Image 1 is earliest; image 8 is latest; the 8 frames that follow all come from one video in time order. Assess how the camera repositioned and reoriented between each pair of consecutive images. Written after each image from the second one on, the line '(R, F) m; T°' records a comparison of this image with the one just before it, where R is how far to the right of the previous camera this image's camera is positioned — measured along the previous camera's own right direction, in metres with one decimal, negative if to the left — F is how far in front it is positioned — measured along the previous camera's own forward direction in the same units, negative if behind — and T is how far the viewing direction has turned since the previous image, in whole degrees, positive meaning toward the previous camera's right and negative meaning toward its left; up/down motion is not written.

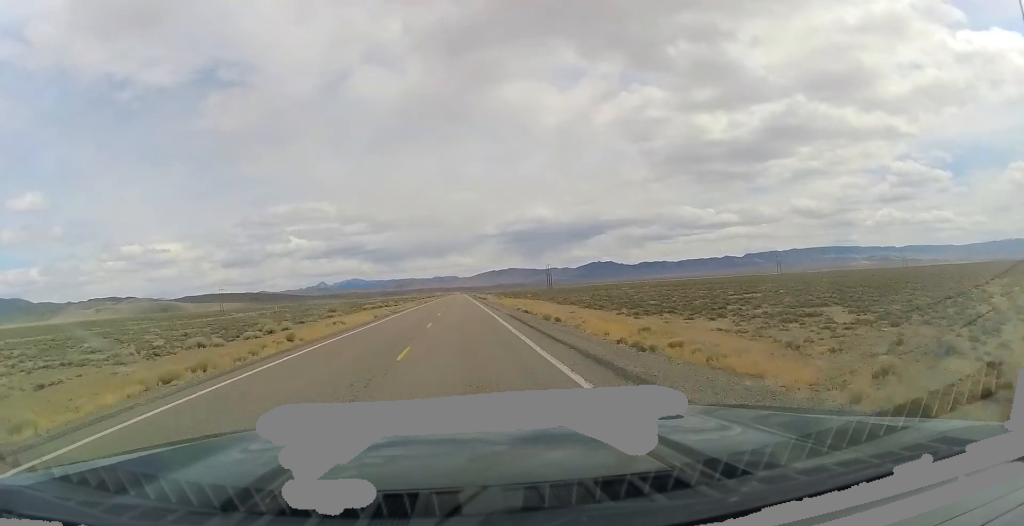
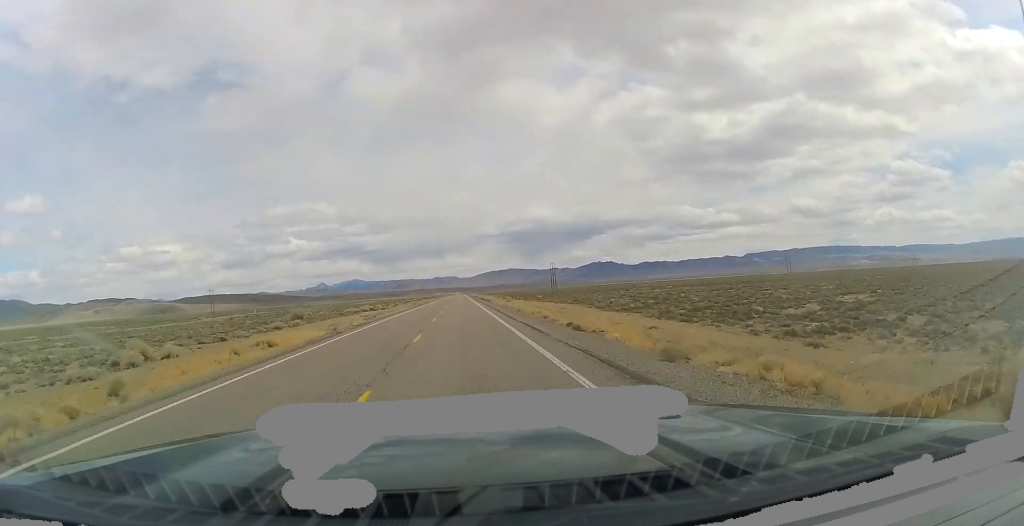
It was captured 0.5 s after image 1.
(0.0, +19.5) m; 0°
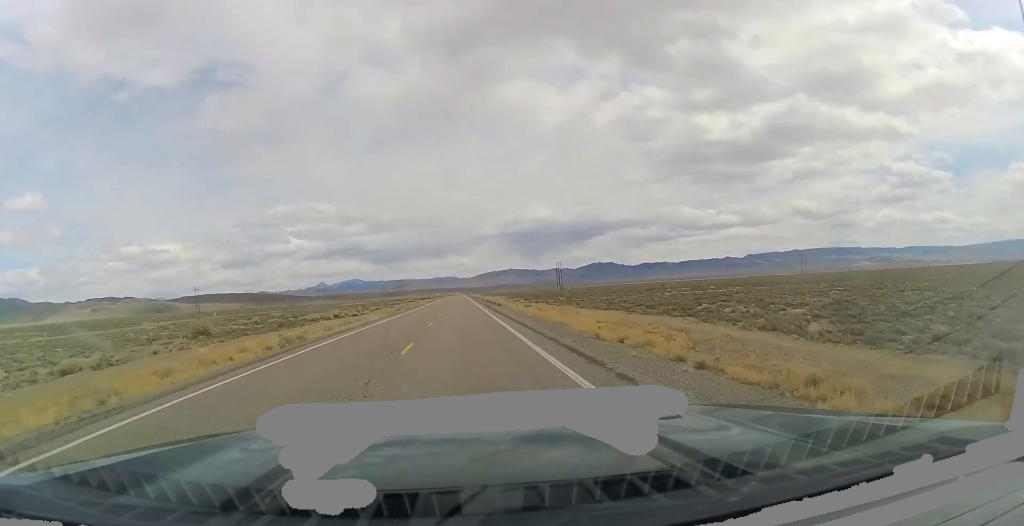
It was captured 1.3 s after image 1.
(0.0, +28.1) m; 0°
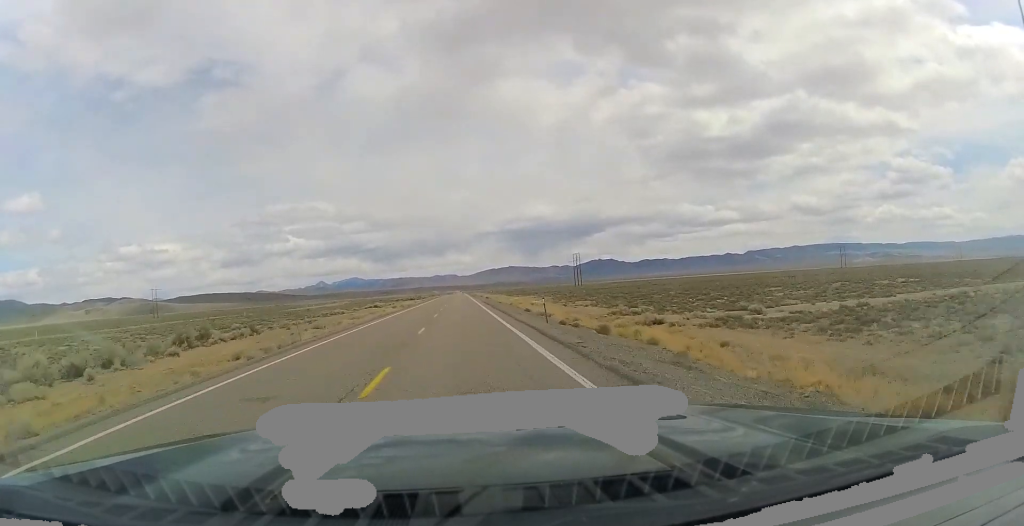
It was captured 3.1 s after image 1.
(0.0, +67.2) m; 0°
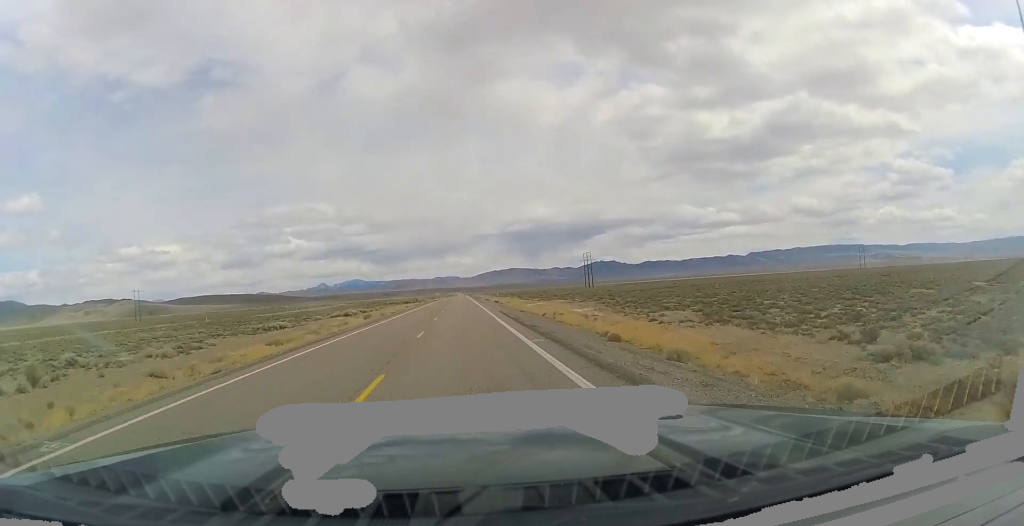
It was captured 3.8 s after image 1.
(0.0, +25.7) m; 0°
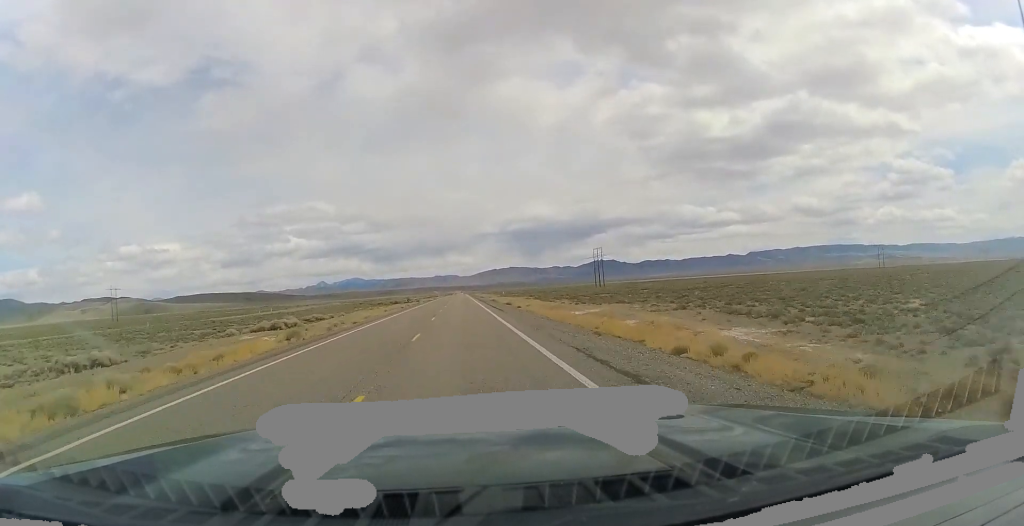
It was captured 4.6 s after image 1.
(0.0, +26.9) m; 0°
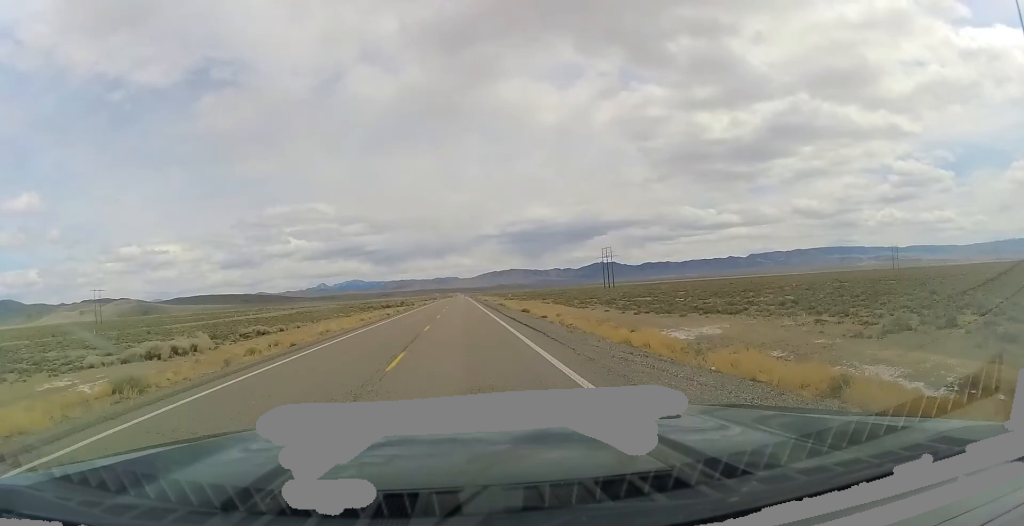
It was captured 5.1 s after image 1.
(0.0, +18.3) m; 0°
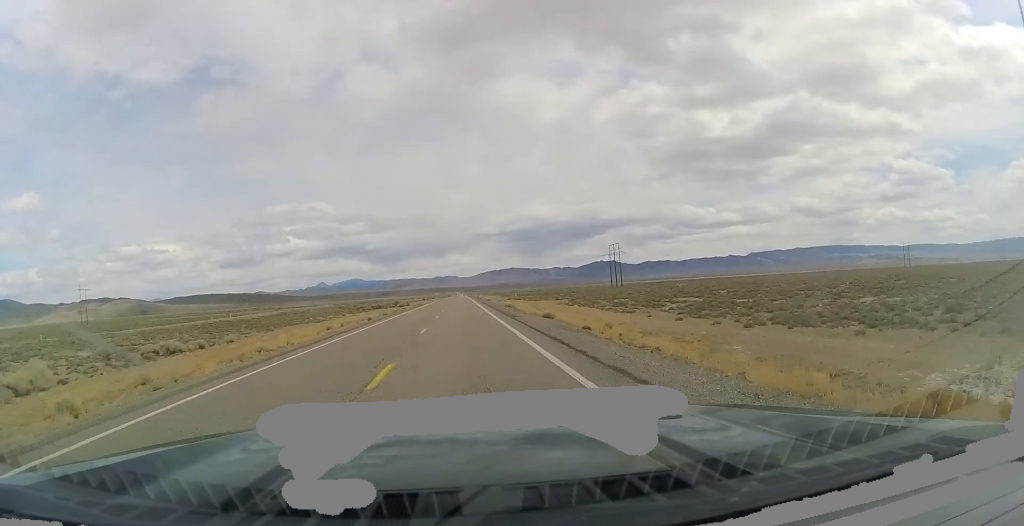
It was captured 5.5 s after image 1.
(0.0, +14.7) m; 0°
